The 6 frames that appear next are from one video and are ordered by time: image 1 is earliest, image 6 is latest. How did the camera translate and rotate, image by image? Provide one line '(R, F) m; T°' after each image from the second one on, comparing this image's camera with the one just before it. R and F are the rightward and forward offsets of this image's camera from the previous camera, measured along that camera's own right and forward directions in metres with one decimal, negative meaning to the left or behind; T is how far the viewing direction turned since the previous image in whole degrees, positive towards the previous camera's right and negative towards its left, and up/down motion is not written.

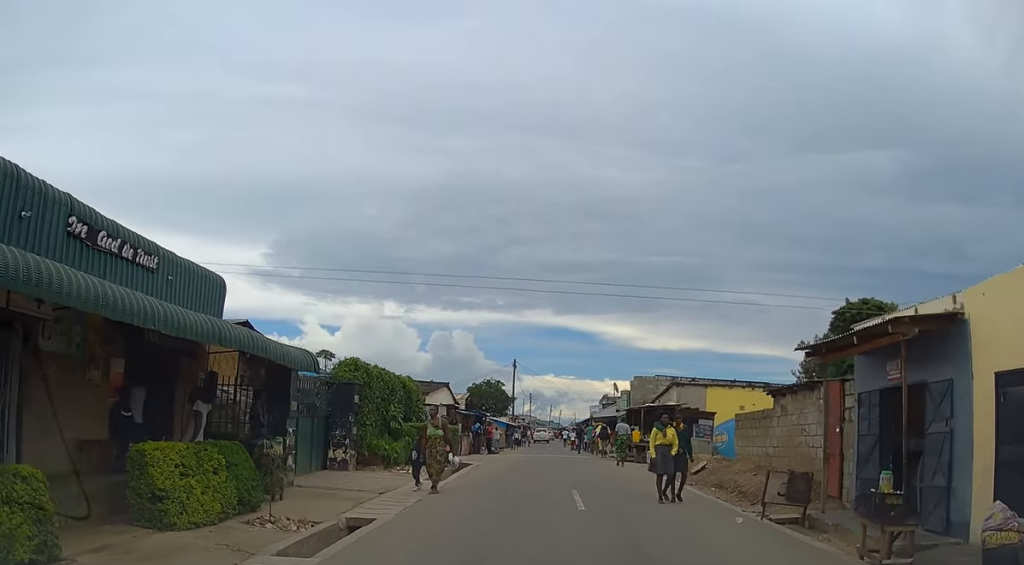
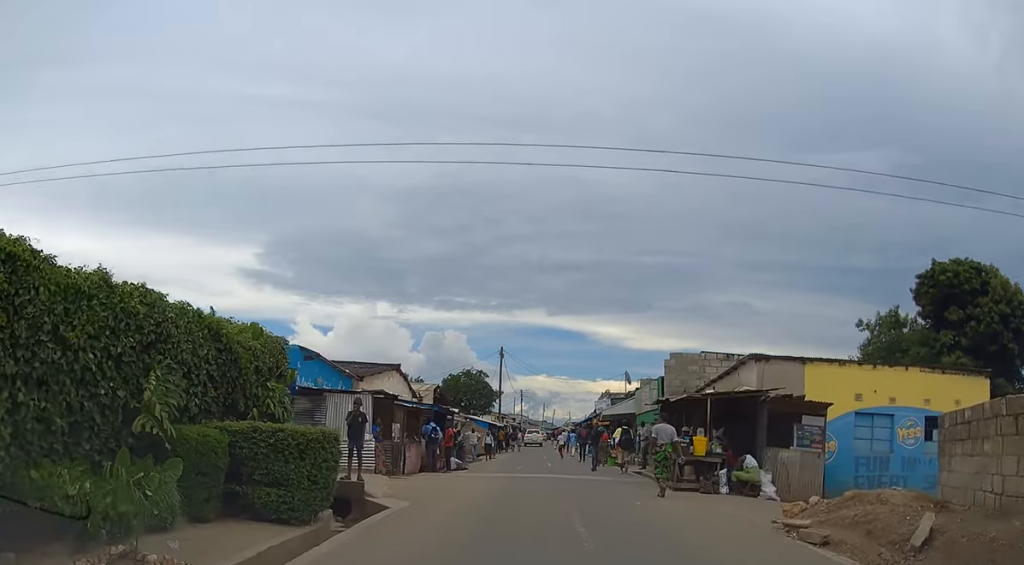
(-0.1, +12.1) m; -2°
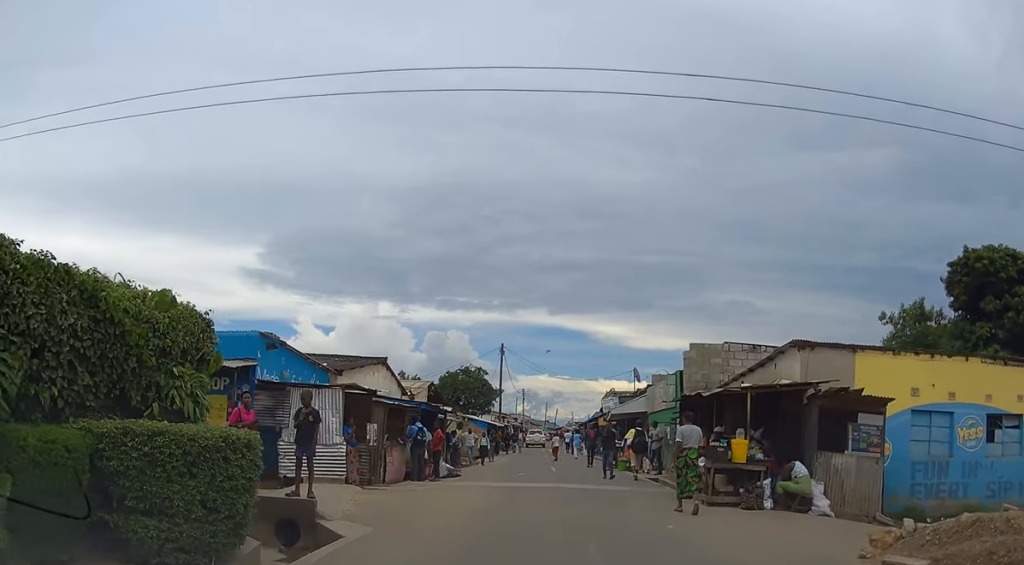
(0.0, +2.9) m; 0°
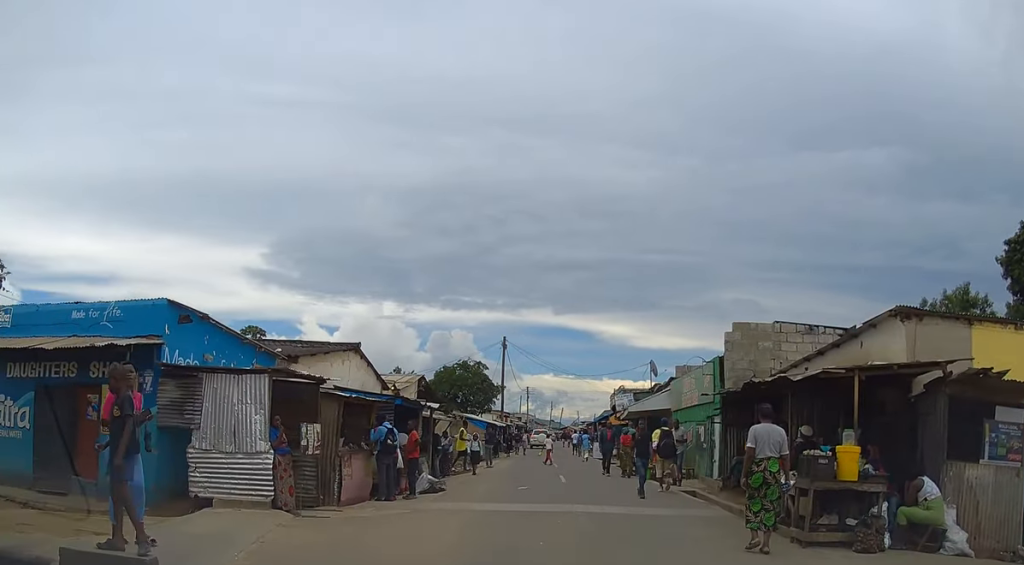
(0.0, +4.5) m; +1°
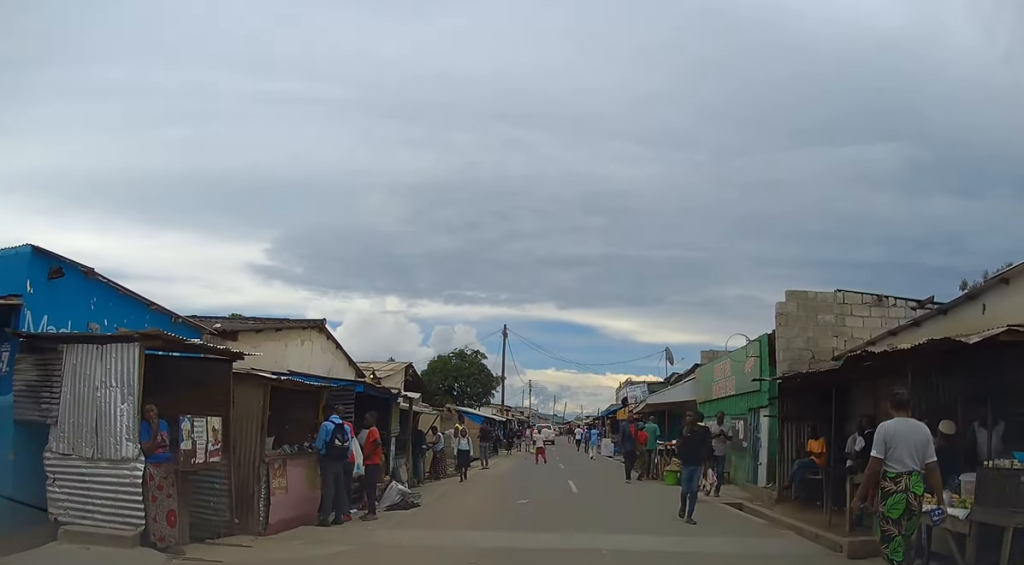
(0.0, +3.8) m; +1°
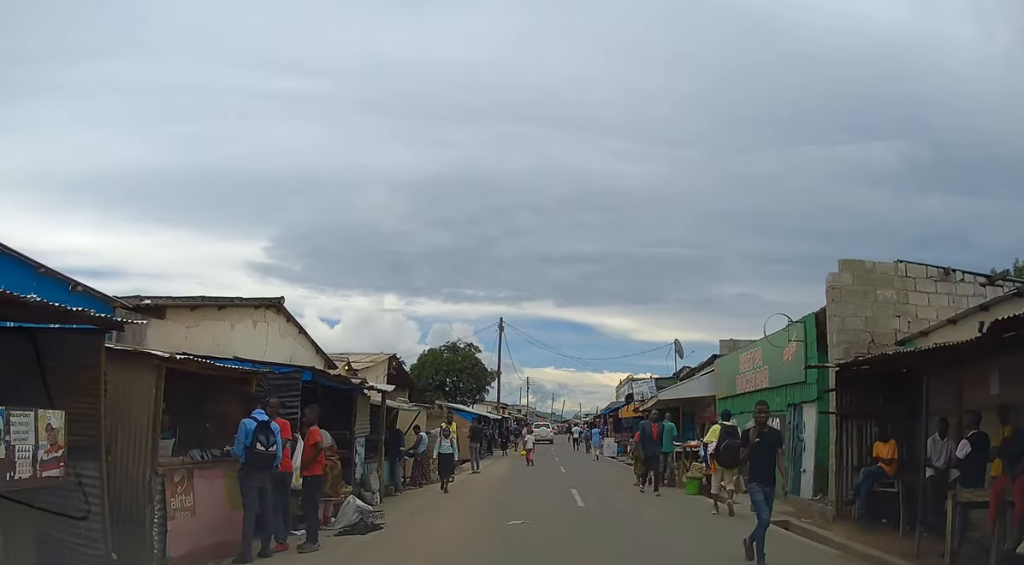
(+0.1, +2.8) m; 0°
